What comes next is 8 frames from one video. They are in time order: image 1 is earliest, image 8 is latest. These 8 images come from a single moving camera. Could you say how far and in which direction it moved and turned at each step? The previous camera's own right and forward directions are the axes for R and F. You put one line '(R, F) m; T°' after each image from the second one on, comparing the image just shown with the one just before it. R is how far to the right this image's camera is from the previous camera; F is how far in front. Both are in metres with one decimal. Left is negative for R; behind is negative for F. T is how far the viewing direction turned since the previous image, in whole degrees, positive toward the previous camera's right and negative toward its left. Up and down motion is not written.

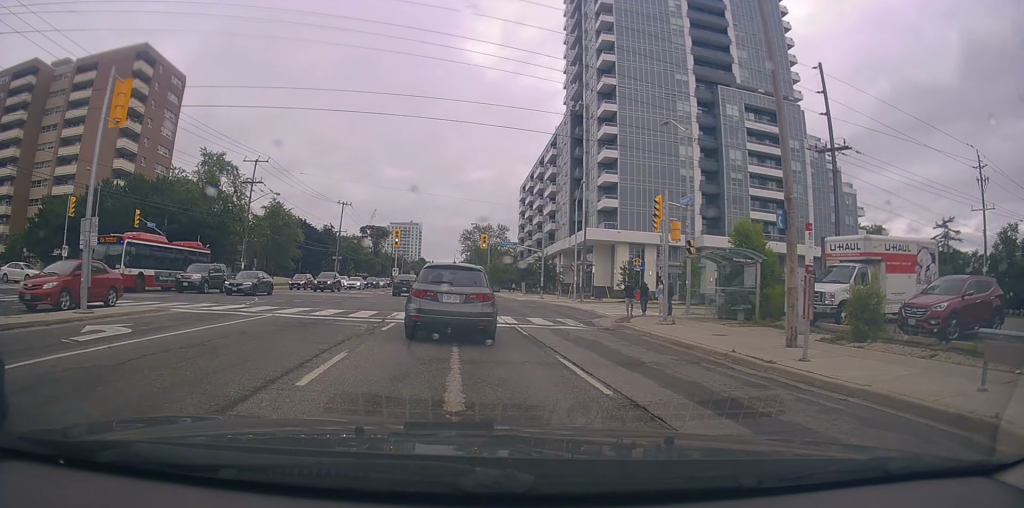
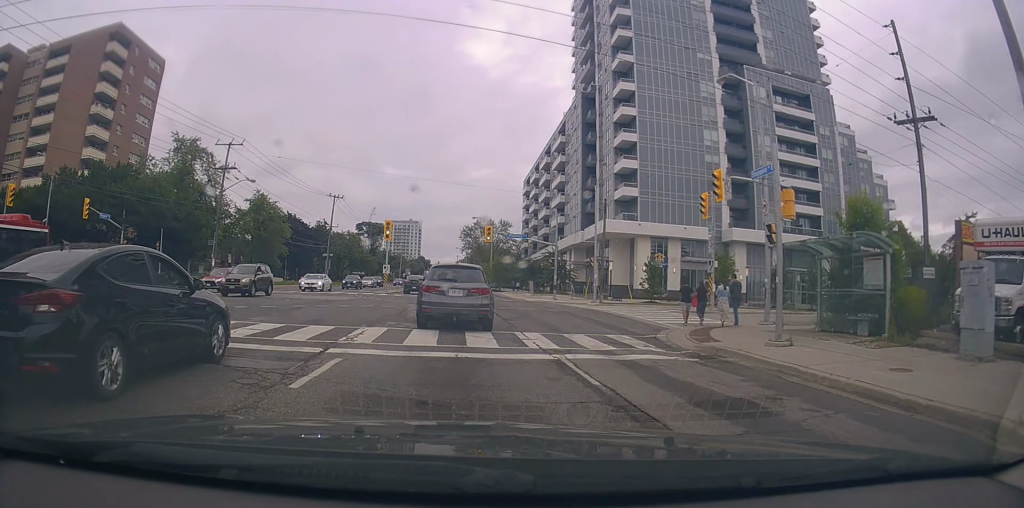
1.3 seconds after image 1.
(-0.8, +8.9) m; -2°
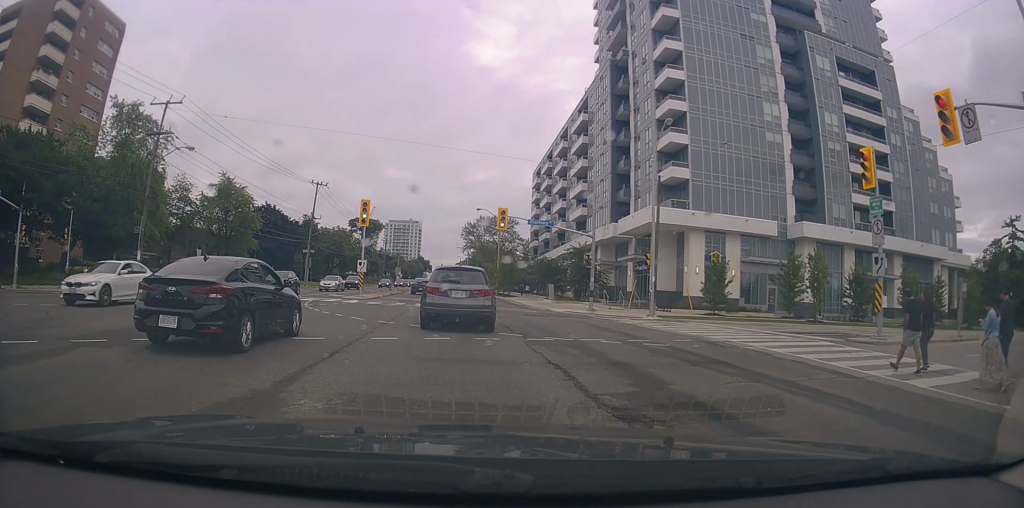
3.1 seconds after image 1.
(+1.8, +13.8) m; +7°
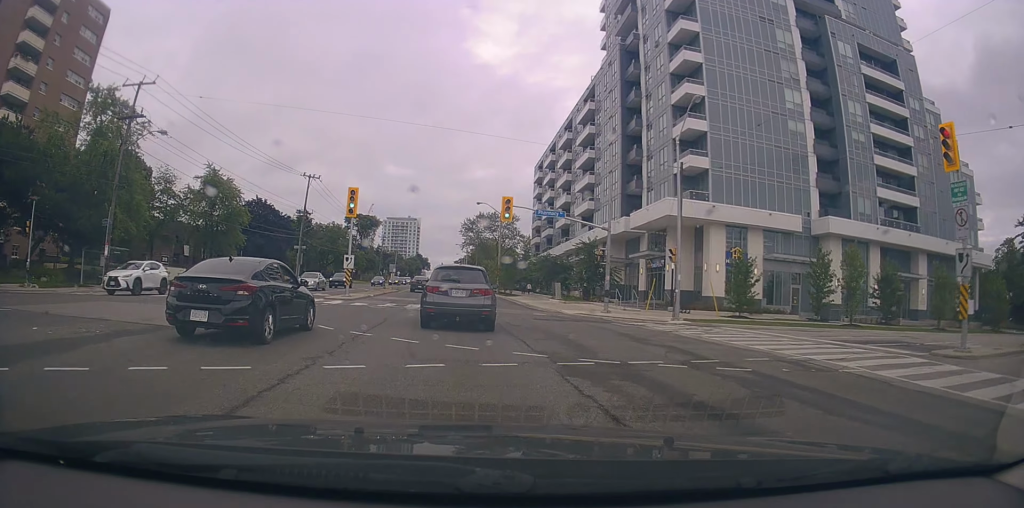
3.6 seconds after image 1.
(+0.3, +4.1) m; -2°
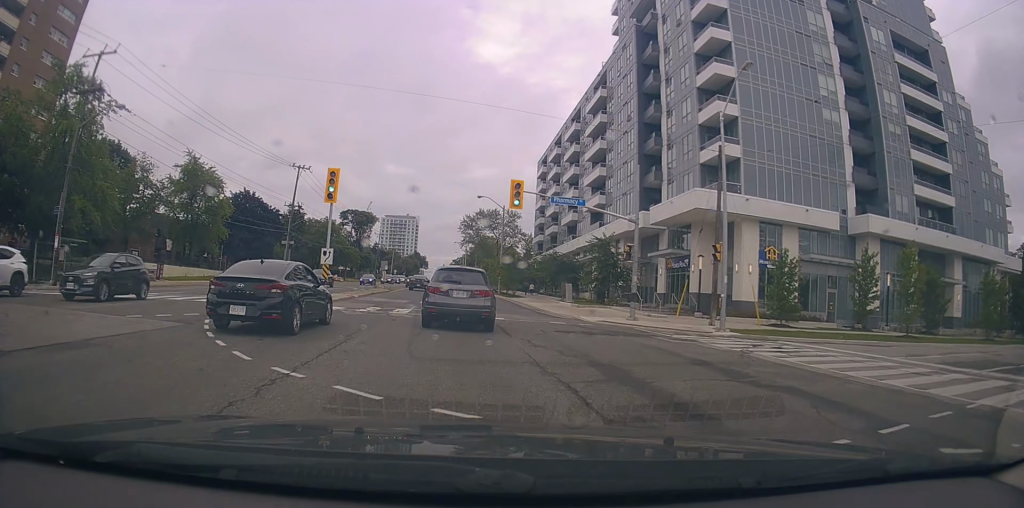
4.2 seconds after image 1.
(-0.7, +5.3) m; -2°
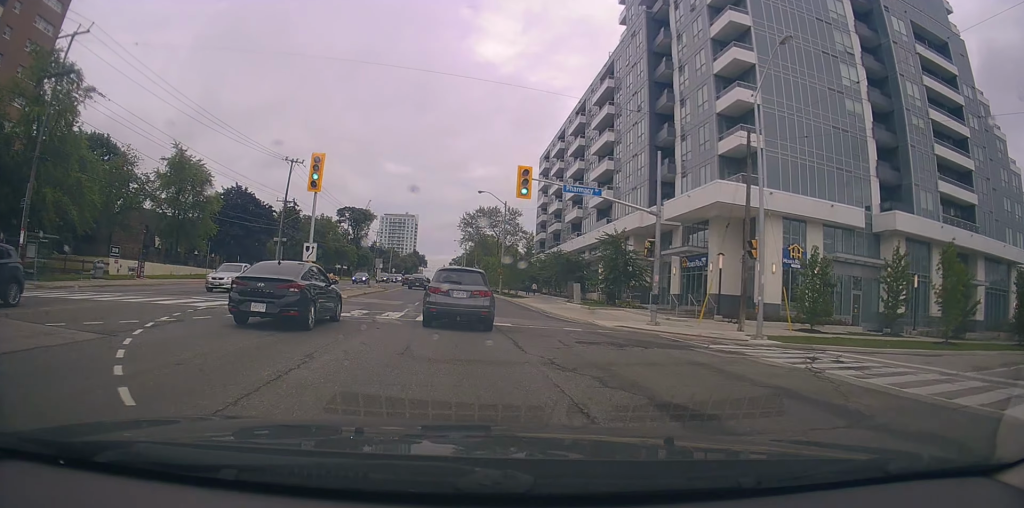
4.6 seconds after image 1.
(-0.1, +3.2) m; 0°
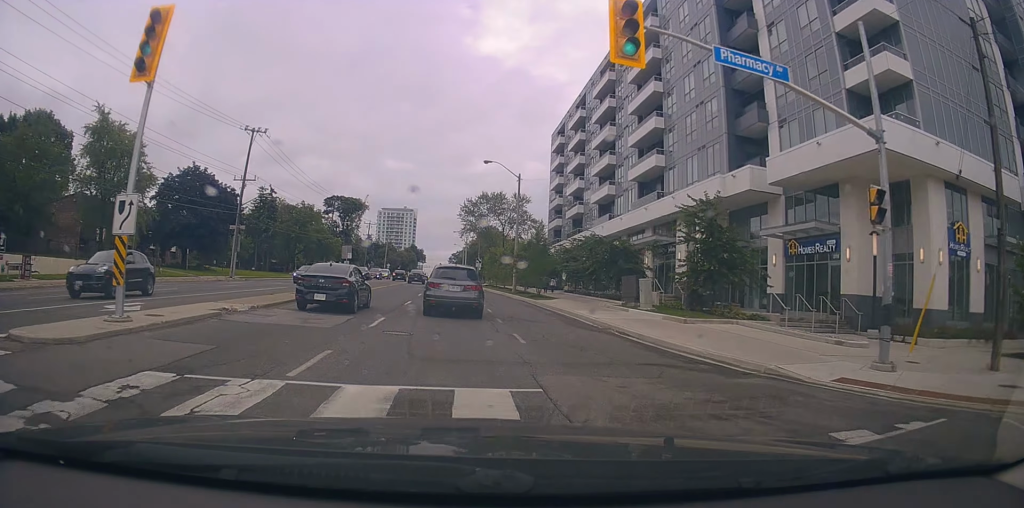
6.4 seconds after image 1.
(+1.0, +14.9) m; +1°
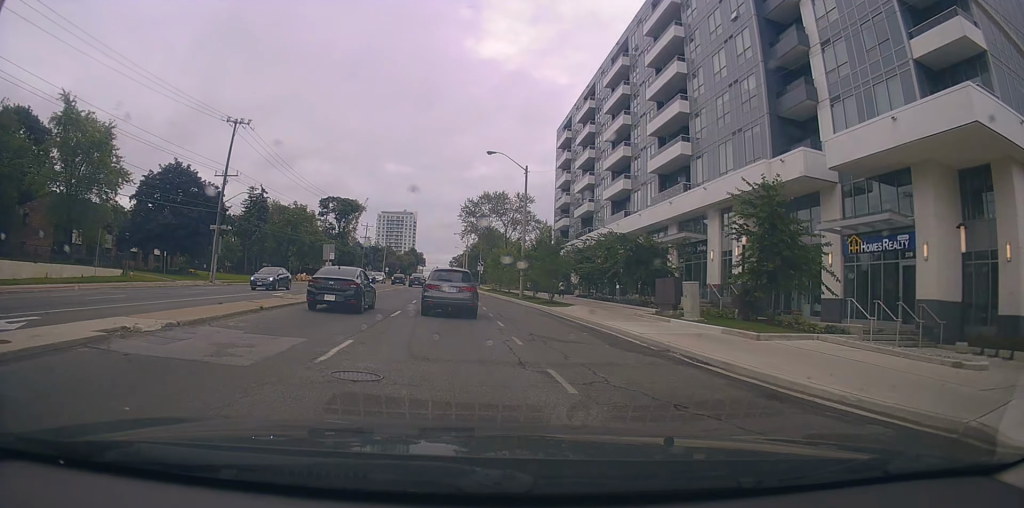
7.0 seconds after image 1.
(-0.2, +5.3) m; -1°
